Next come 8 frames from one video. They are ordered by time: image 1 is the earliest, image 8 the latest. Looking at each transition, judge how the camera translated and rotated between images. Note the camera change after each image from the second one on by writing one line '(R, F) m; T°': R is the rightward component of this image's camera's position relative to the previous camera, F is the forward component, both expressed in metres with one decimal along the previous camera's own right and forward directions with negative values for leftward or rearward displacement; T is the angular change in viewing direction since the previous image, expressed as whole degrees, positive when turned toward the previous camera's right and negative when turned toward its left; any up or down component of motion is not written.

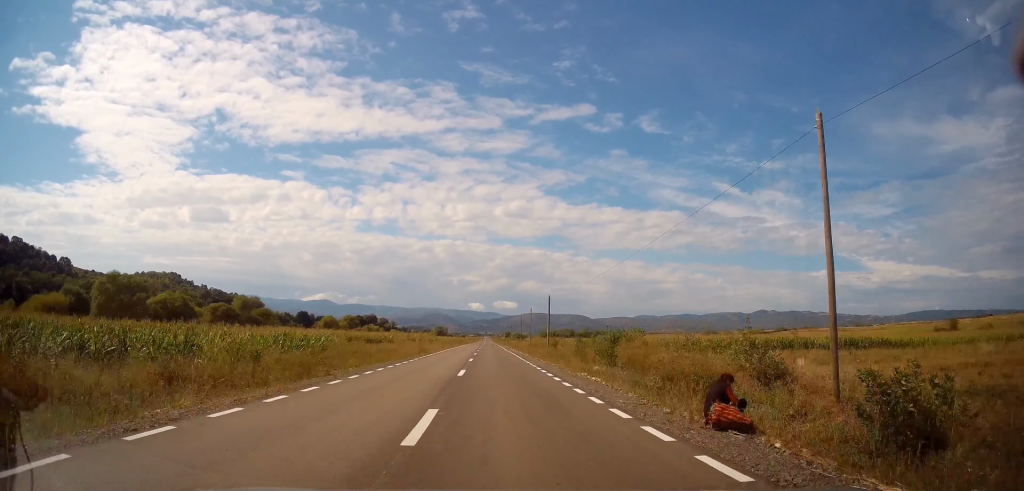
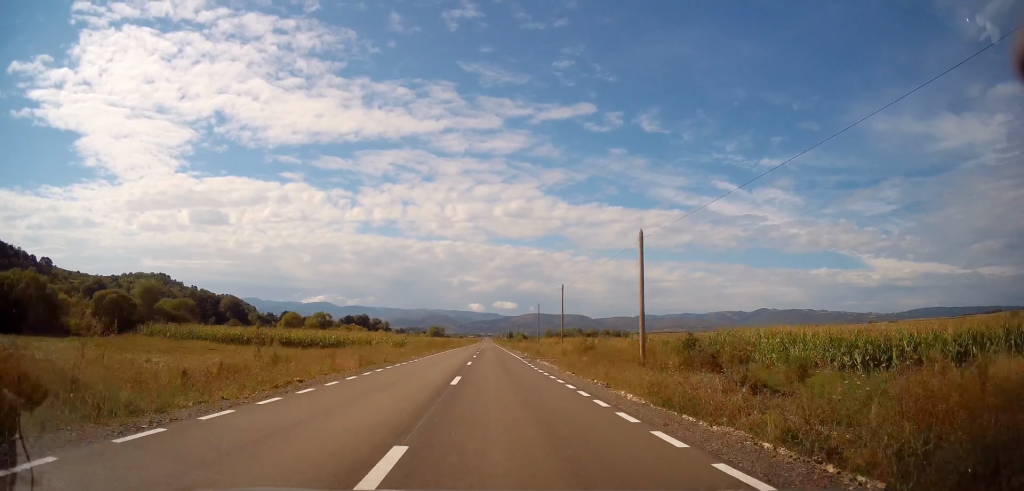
(+0.5, +37.4) m; +2°
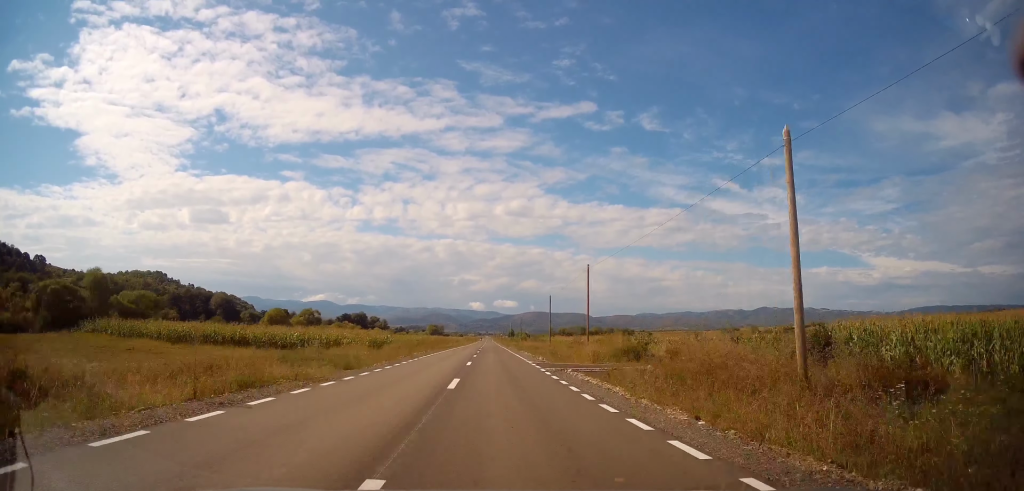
(+0.2, +12.9) m; 0°
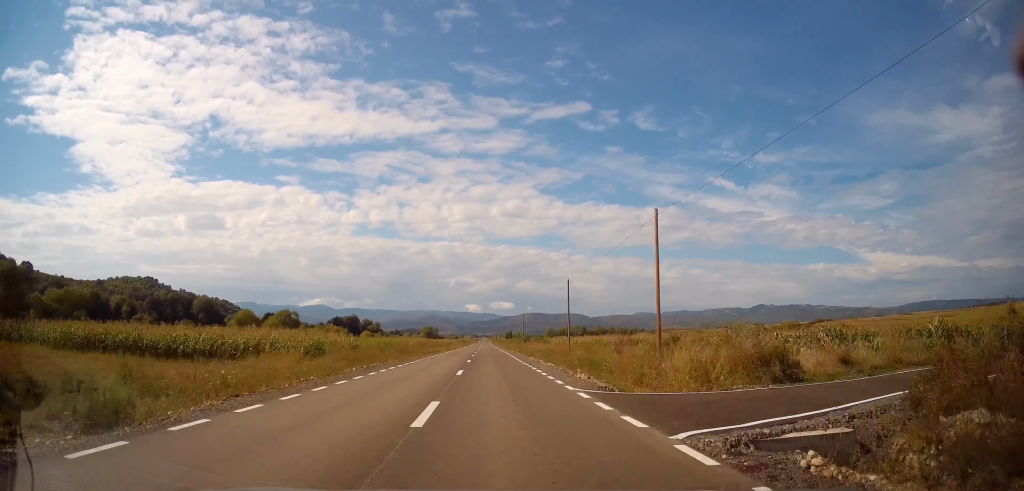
(-0.1, +16.9) m; 0°
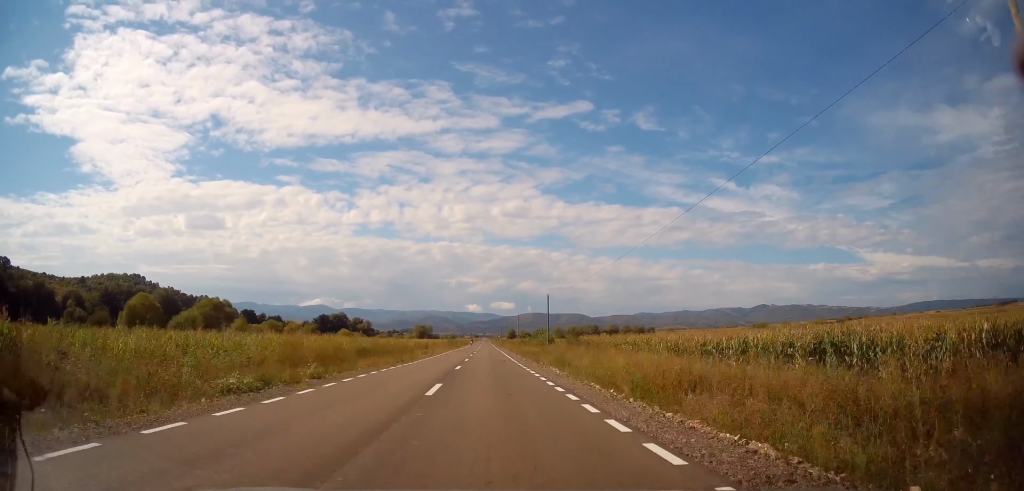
(-0.2, +41.7) m; 0°
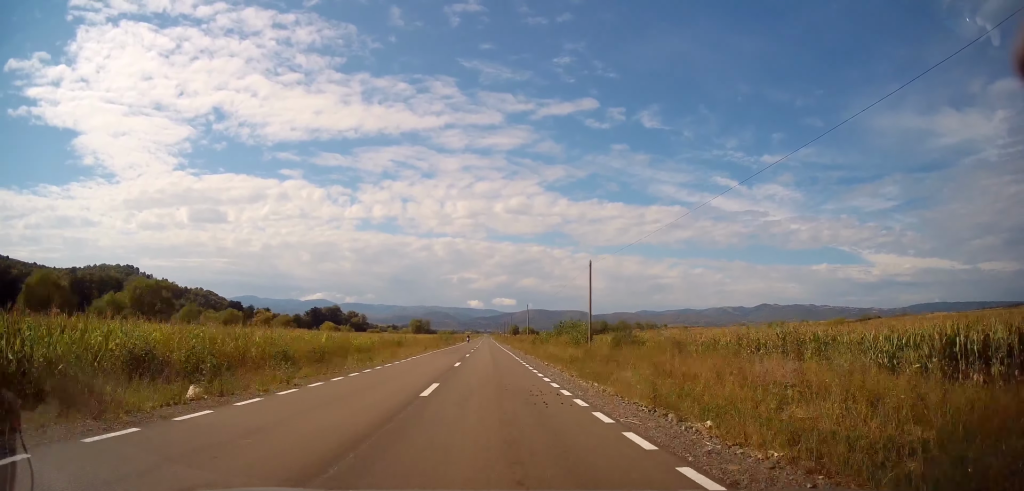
(-0.1, +23.8) m; 0°
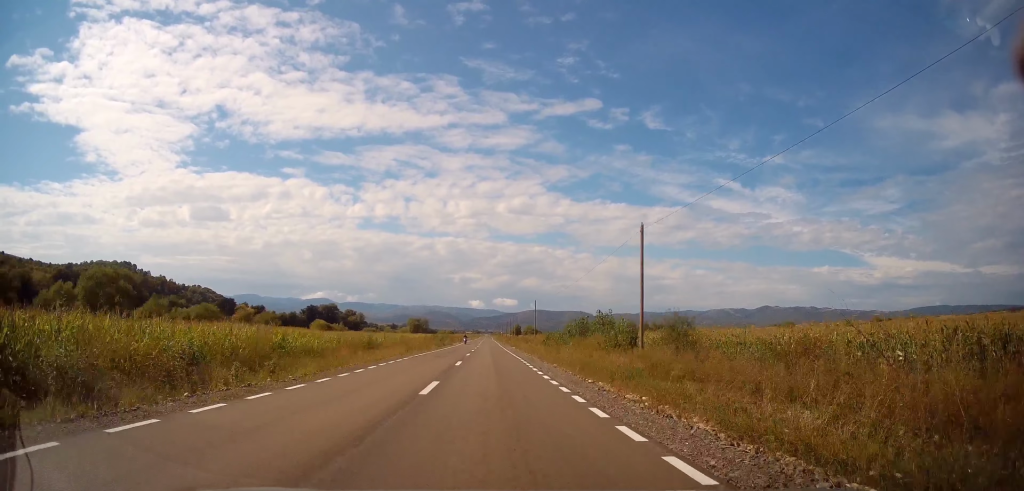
(0.0, +11.9) m; 0°
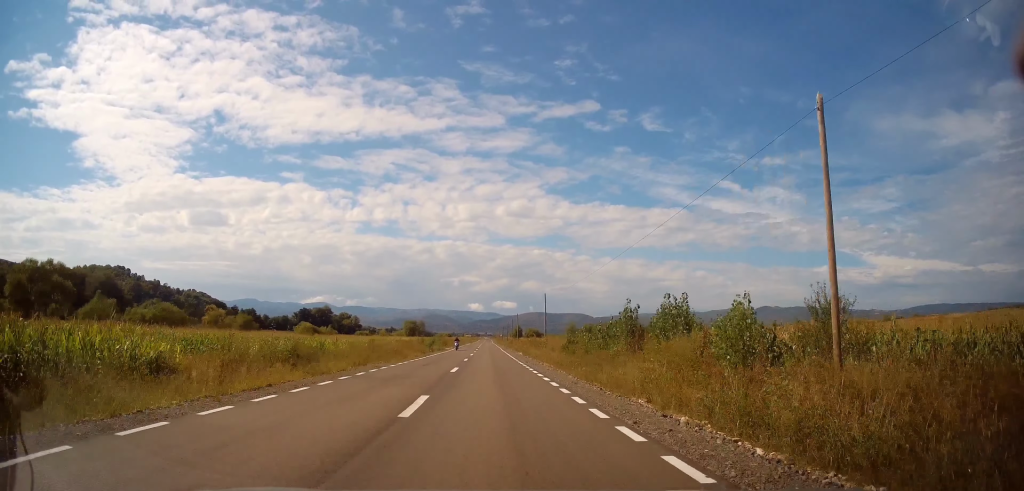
(0.0, +14.3) m; 0°
